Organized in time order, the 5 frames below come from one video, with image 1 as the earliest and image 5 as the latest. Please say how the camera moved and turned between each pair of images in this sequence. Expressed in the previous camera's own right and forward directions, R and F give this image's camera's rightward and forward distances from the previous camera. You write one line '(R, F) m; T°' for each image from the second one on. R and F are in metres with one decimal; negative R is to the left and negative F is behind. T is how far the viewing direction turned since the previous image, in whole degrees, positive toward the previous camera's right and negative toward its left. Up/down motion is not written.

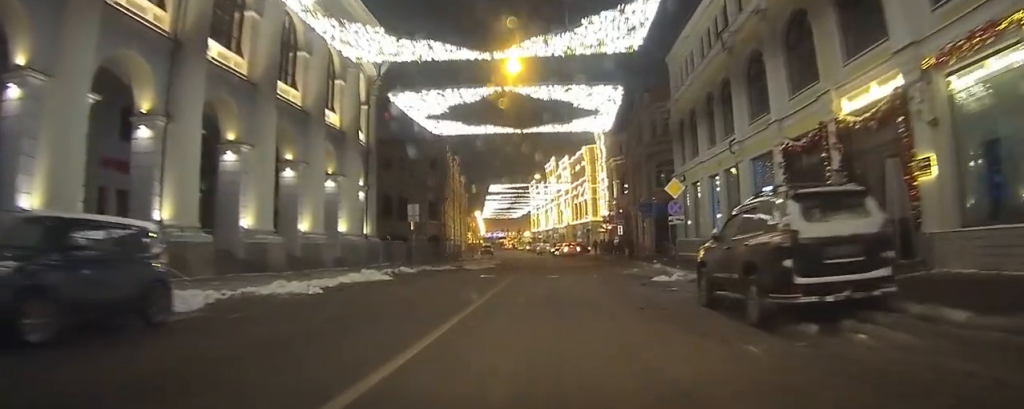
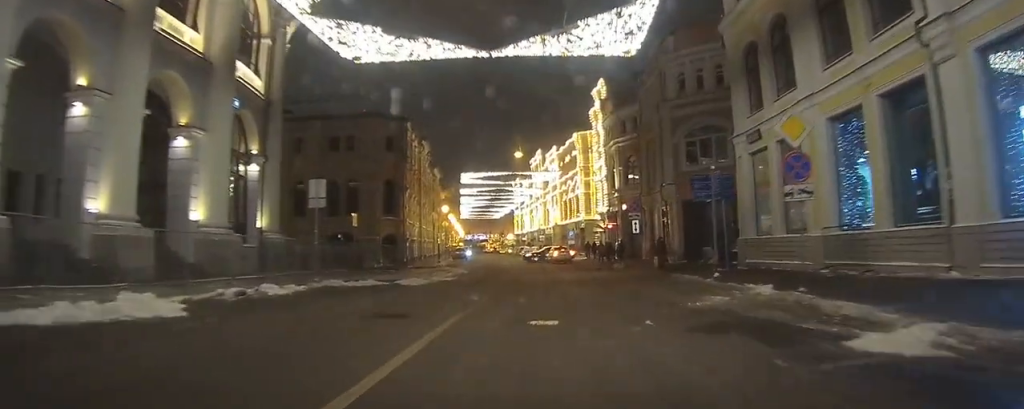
(-0.2, +11.9) m; -1°
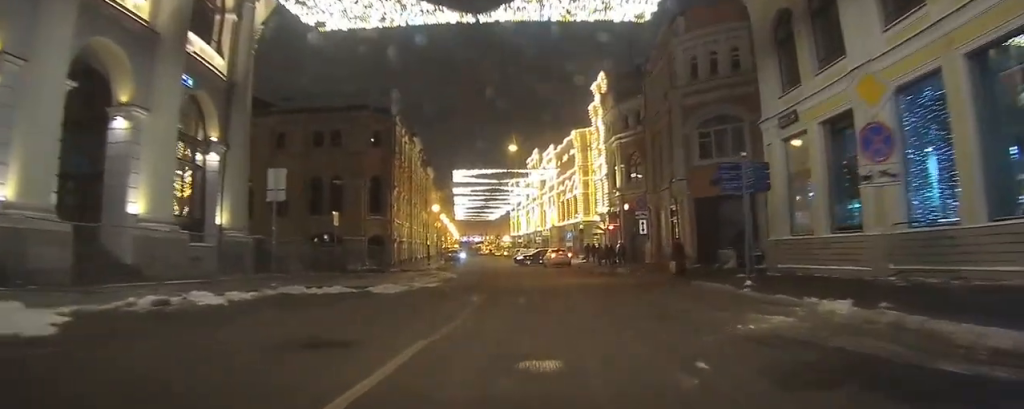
(0.0, +2.7) m; +1°
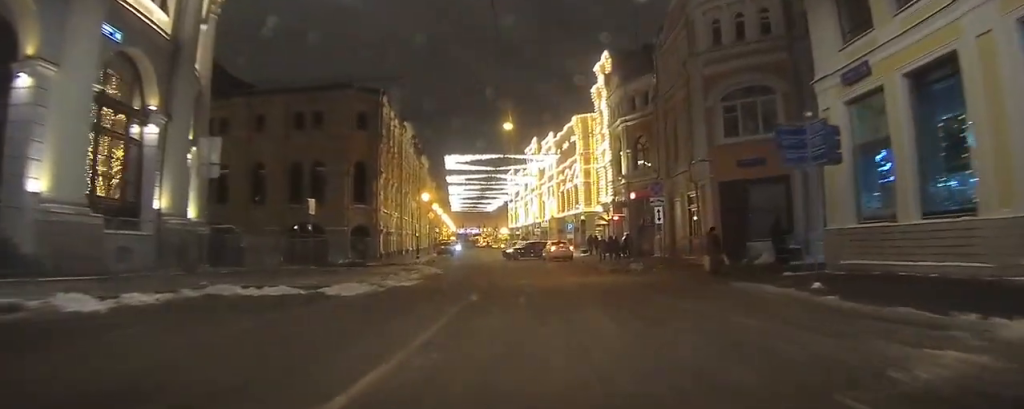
(+0.1, +3.6) m; 0°
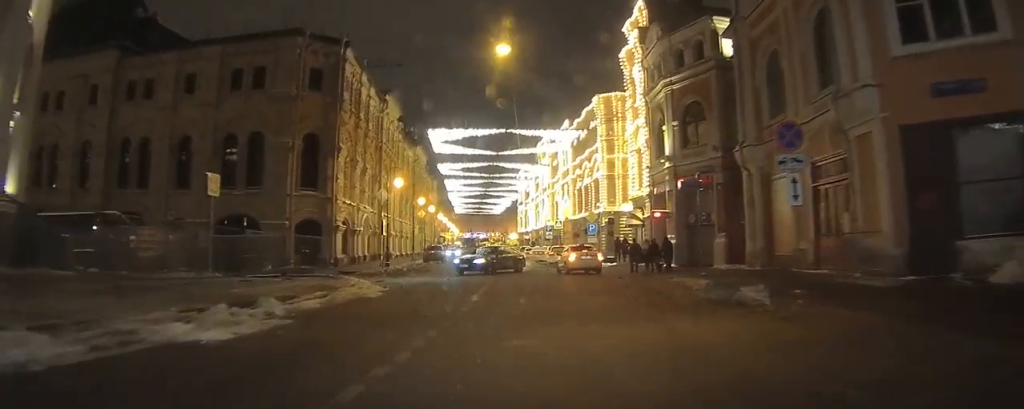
(0.0, +12.2) m; +2°
